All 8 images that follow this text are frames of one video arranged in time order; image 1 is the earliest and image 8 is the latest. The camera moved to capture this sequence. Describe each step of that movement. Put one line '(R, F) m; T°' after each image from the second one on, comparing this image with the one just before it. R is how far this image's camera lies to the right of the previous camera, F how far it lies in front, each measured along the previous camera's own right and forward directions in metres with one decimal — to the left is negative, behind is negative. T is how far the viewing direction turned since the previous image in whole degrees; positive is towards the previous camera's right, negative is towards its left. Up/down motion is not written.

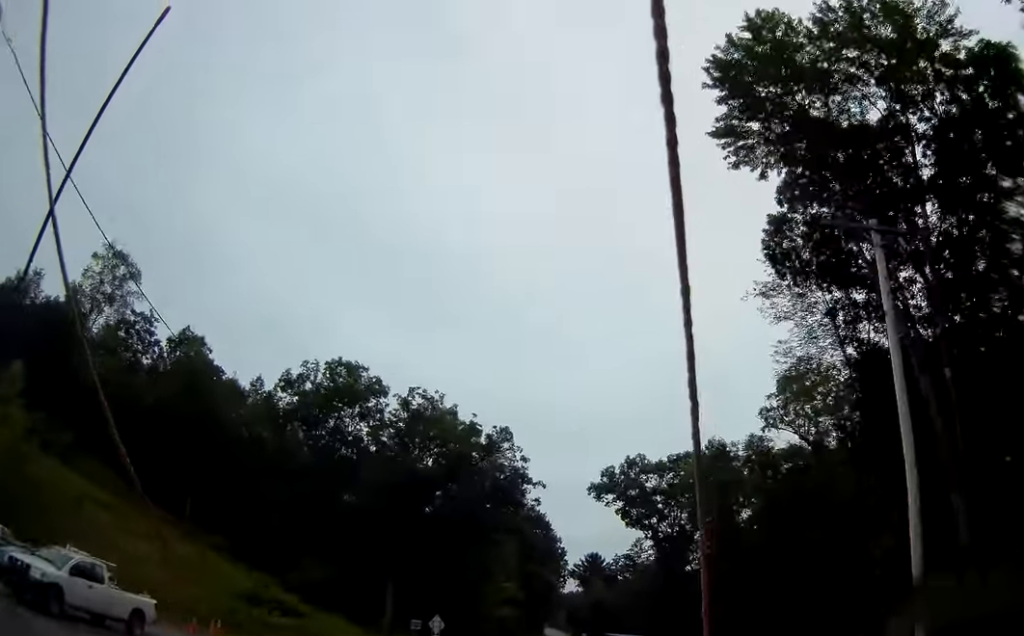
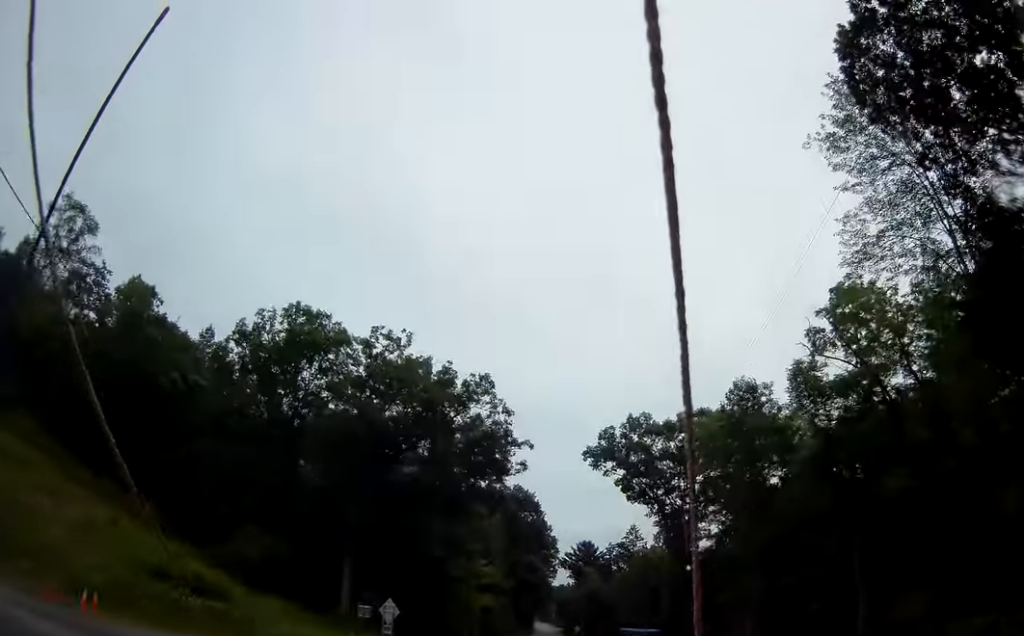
(-0.1, +10.7) m; -2°
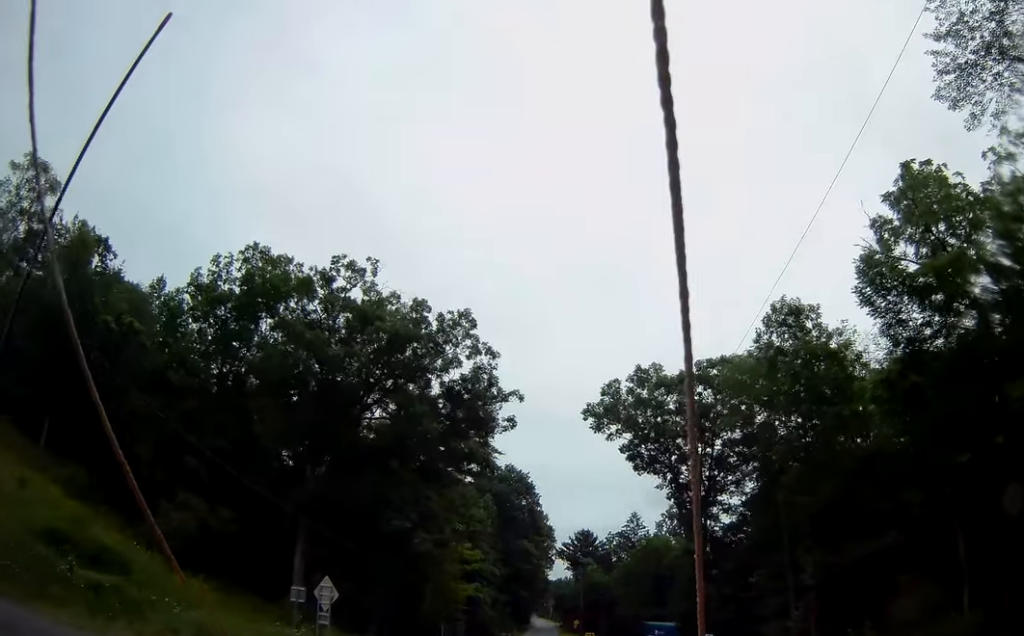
(-0.3, +9.3) m; 0°
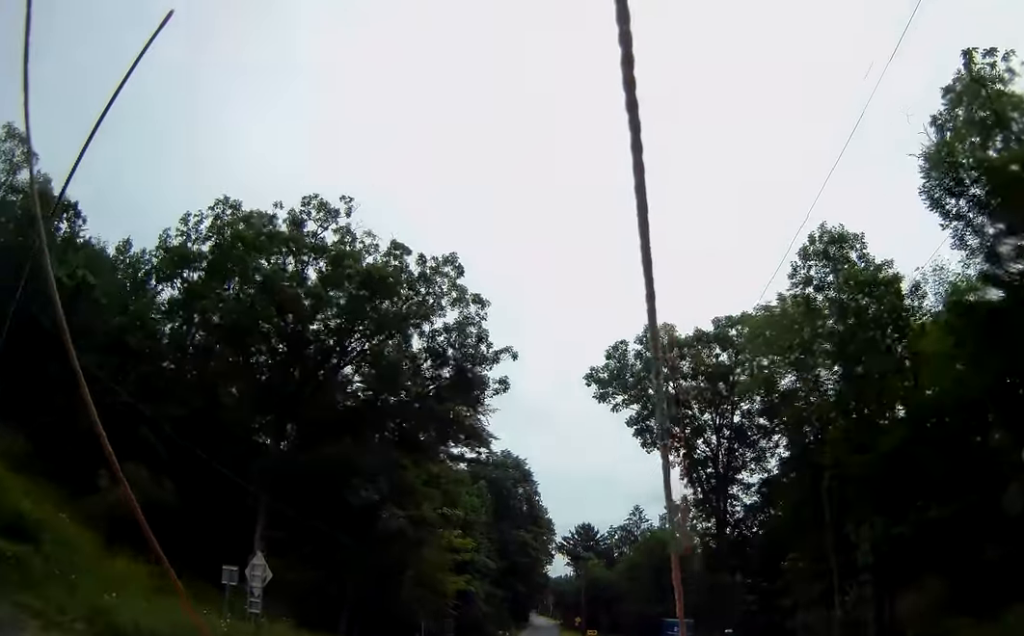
(+0.2, +6.1) m; +1°
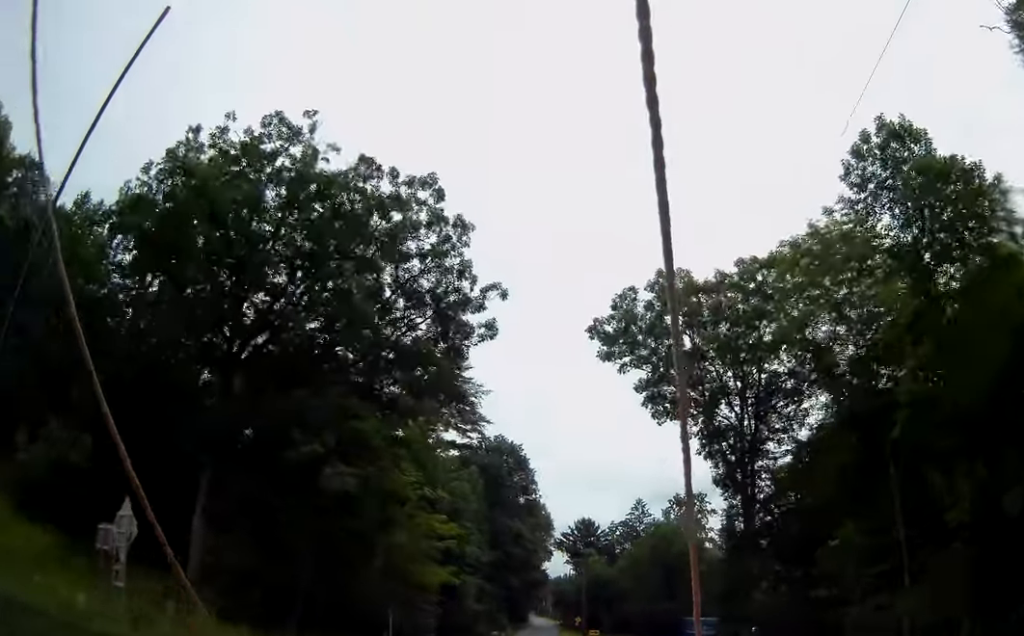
(+0.1, +6.8) m; +1°
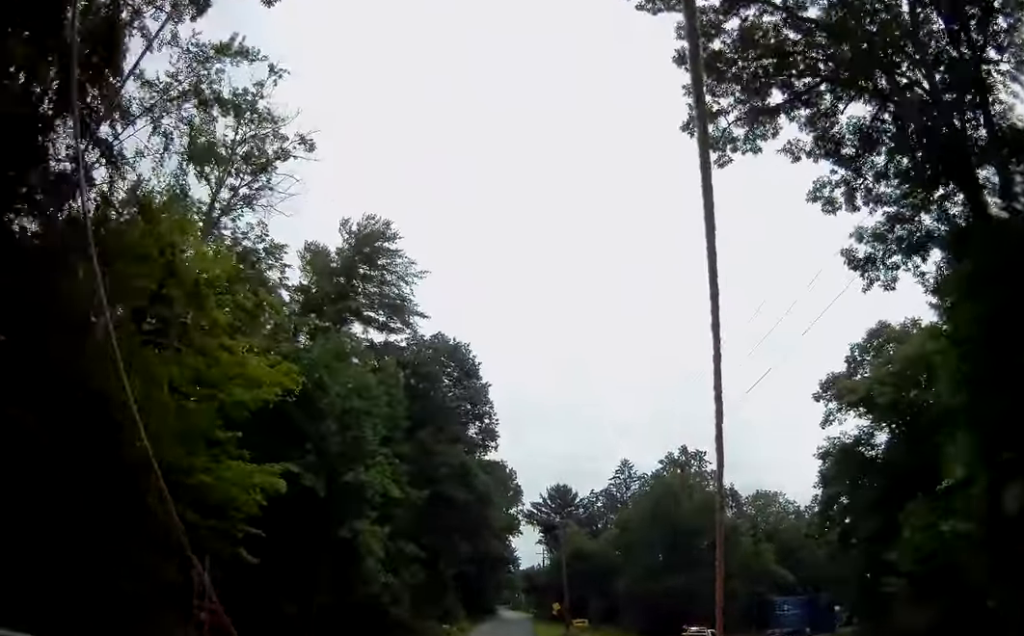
(-0.6, +25.8) m; 0°
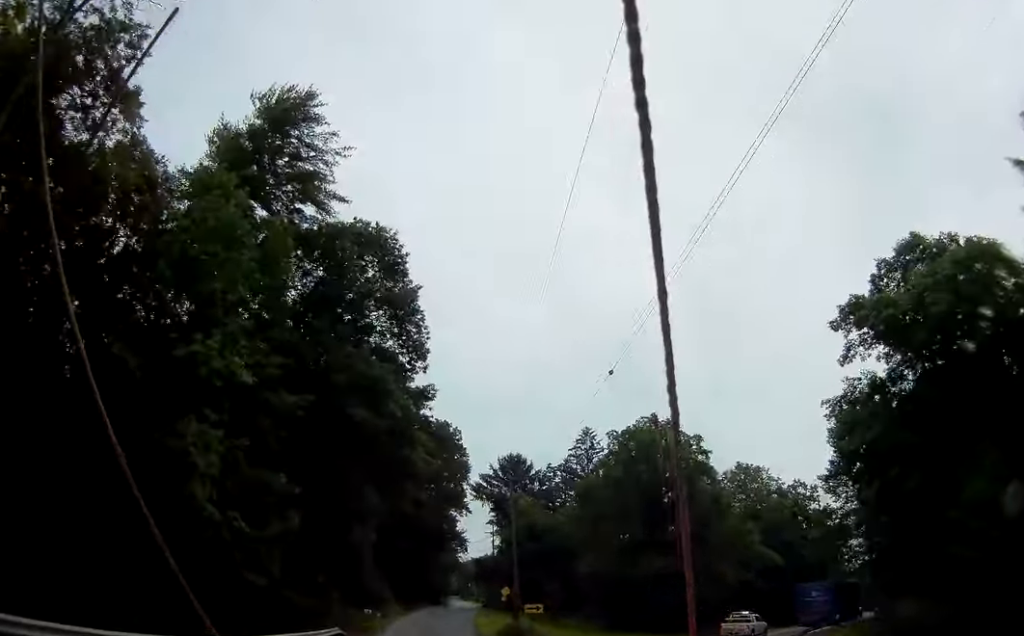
(+0.8, +14.5) m; +3°
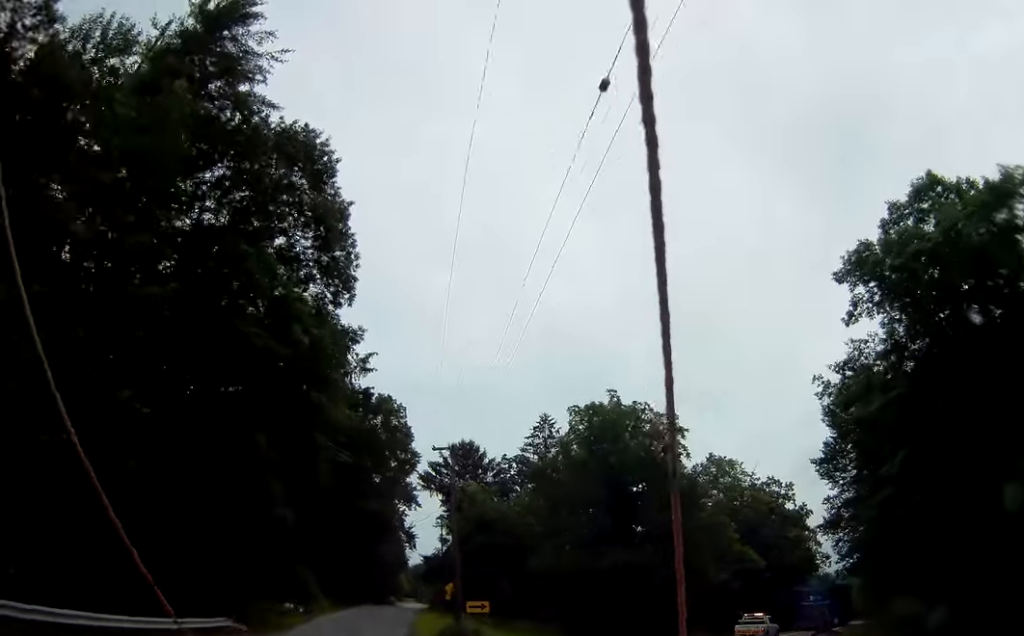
(-0.3, +8.8) m; 0°
